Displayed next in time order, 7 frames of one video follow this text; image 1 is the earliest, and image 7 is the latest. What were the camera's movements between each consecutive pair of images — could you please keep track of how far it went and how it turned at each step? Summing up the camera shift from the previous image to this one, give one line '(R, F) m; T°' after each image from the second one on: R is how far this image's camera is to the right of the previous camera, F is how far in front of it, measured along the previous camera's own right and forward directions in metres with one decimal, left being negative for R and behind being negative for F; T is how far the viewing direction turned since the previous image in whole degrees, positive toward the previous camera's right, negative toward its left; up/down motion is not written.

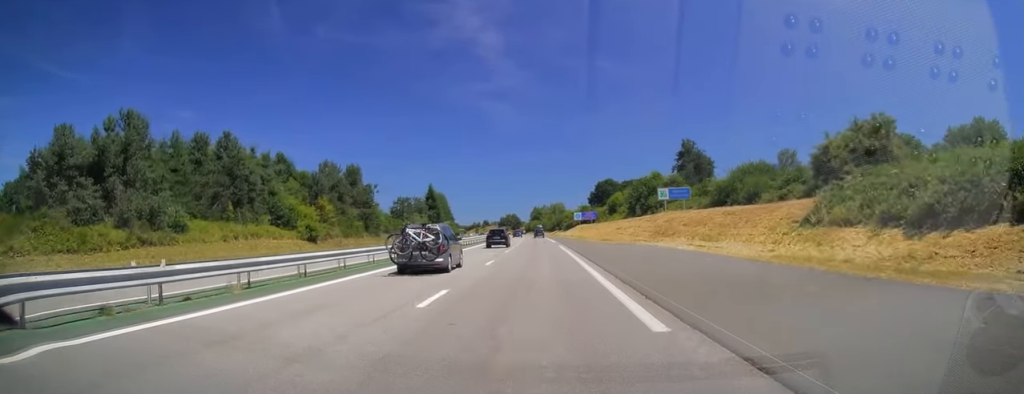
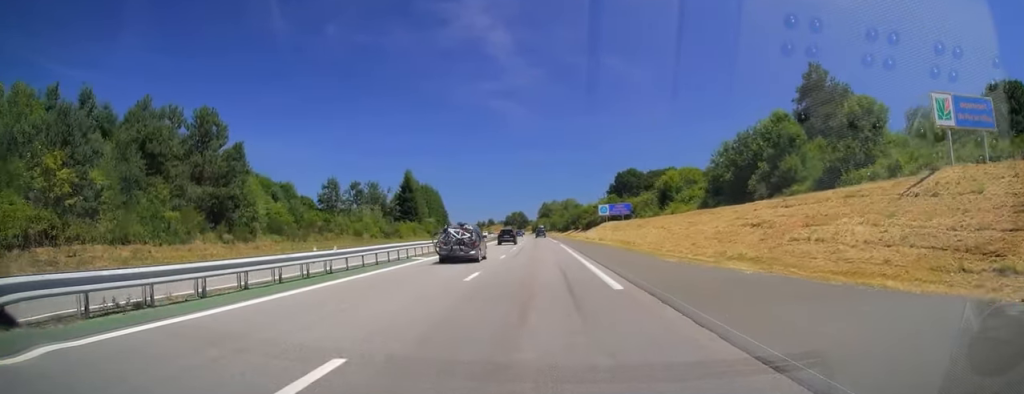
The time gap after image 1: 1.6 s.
(-0.2, +46.5) m; 0°
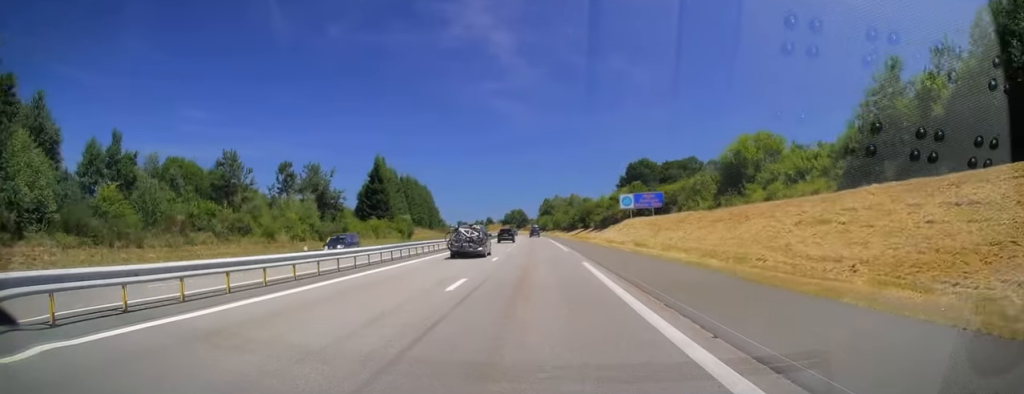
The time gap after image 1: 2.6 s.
(0.0, +29.0) m; 0°
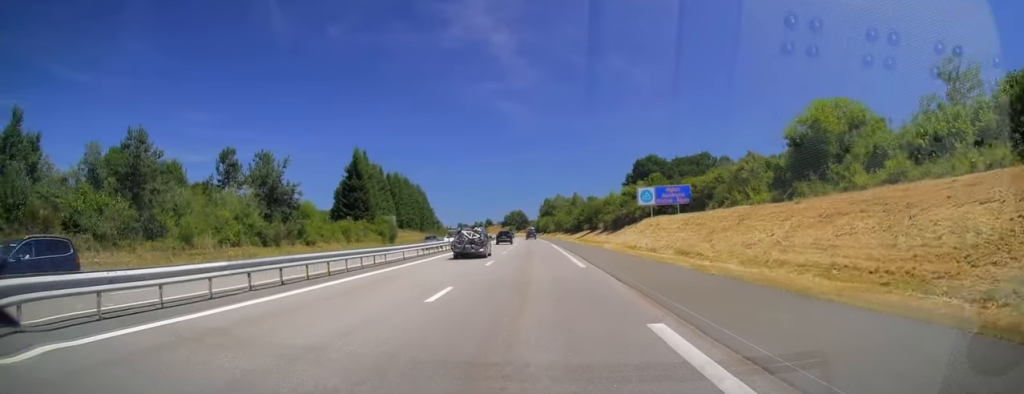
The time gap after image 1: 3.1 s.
(+0.1, +14.8) m; 0°
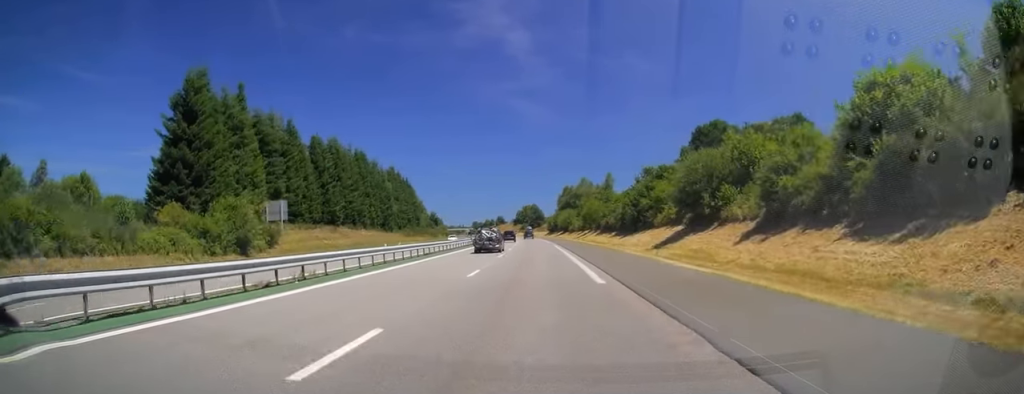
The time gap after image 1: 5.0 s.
(-1.0, +58.5) m; -2°
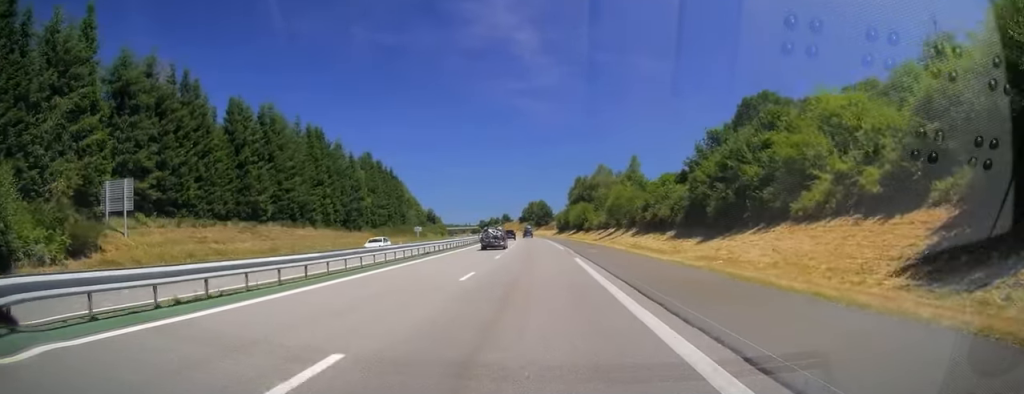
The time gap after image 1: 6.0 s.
(-0.3, +28.0) m; -1°
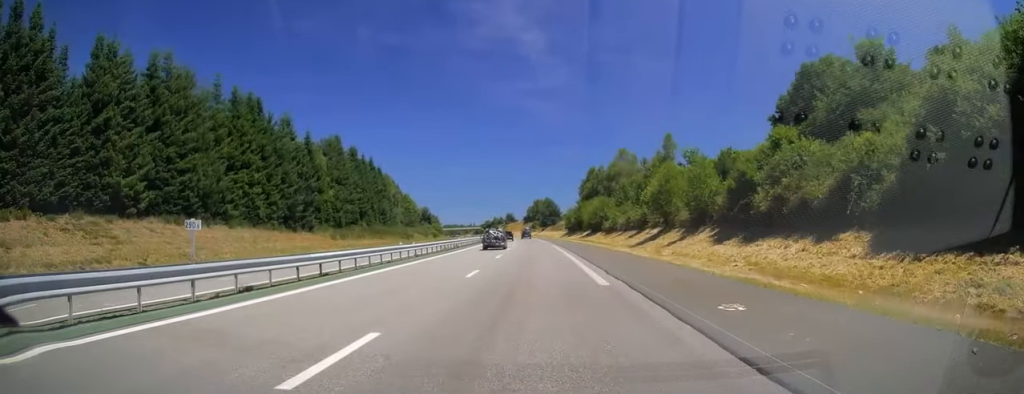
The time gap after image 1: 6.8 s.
(-0.1, +24.6) m; -1°
